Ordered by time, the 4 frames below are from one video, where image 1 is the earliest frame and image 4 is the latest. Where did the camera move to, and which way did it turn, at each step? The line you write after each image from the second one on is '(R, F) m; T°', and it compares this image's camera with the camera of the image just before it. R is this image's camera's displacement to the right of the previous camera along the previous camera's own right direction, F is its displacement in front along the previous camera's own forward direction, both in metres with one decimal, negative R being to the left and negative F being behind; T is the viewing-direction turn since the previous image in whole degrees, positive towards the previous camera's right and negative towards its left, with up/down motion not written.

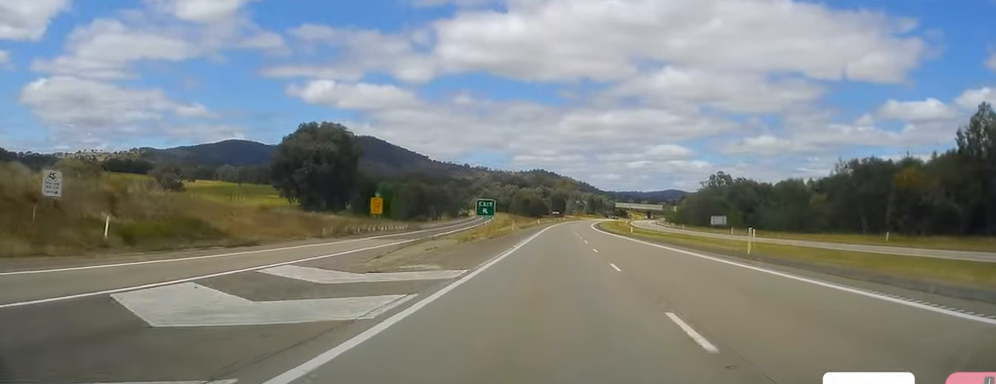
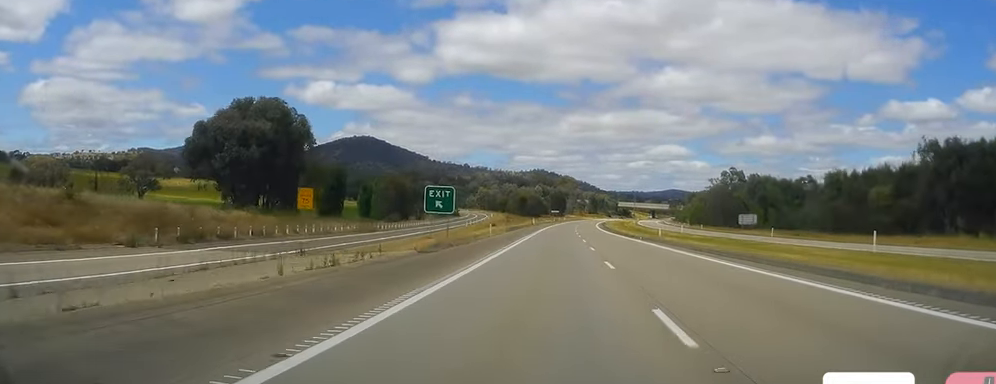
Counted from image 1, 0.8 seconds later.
(+0.1, +23.9) m; 0°
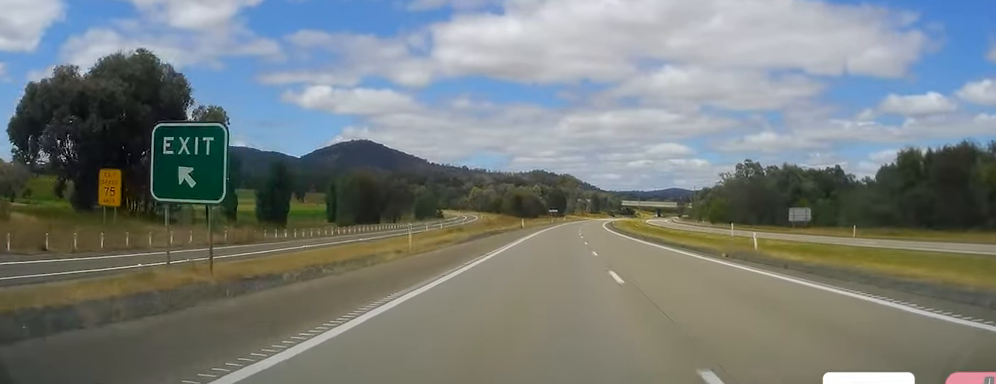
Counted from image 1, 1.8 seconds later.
(-0.2, +28.7) m; 0°
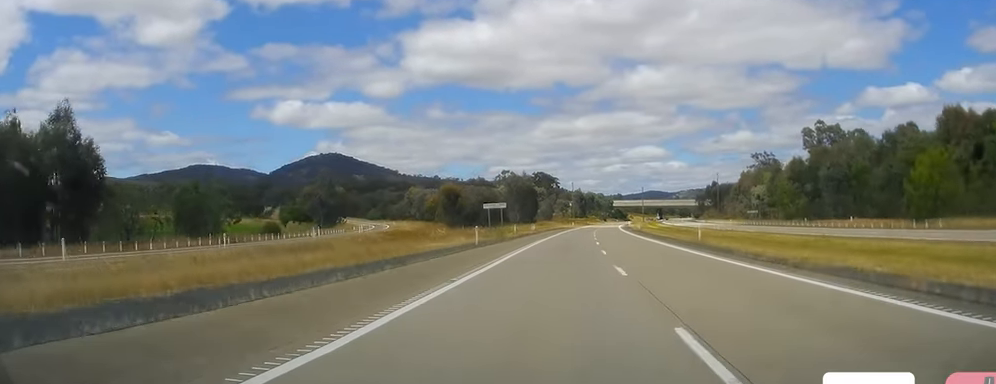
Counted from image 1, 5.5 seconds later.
(0.0, +106.1) m; 0°
